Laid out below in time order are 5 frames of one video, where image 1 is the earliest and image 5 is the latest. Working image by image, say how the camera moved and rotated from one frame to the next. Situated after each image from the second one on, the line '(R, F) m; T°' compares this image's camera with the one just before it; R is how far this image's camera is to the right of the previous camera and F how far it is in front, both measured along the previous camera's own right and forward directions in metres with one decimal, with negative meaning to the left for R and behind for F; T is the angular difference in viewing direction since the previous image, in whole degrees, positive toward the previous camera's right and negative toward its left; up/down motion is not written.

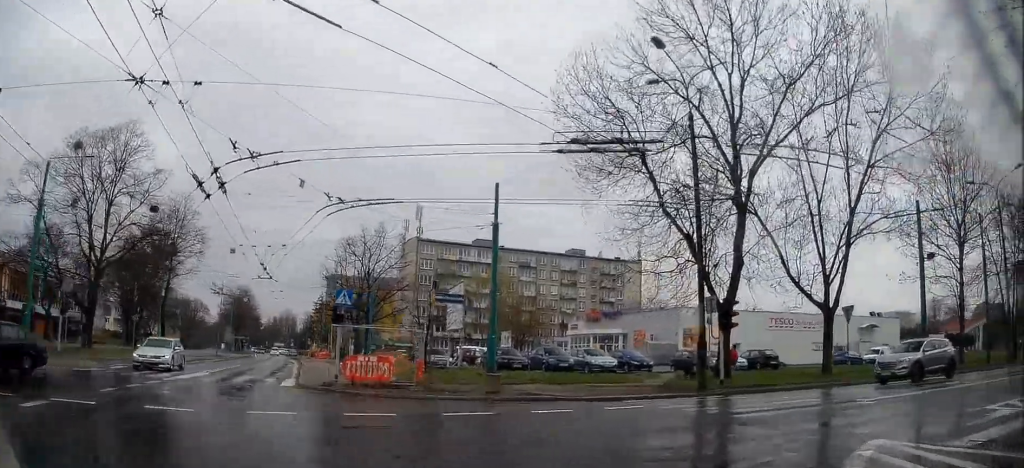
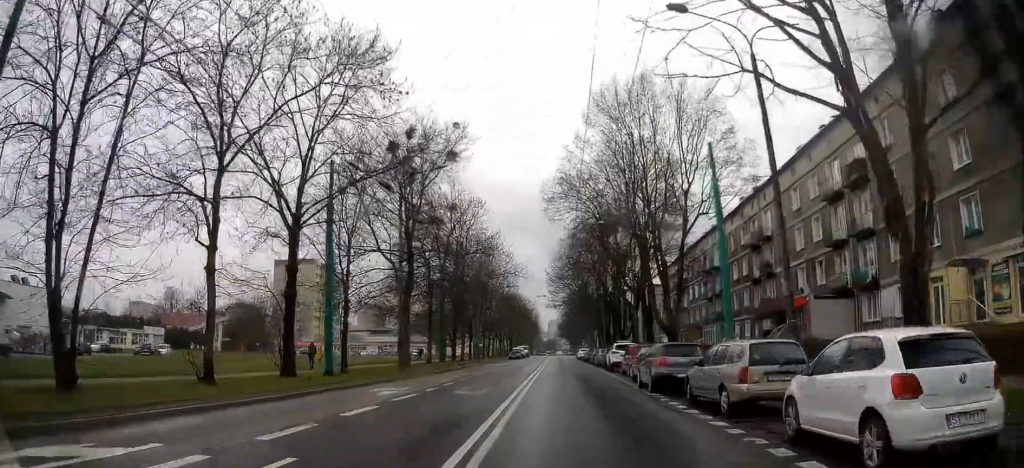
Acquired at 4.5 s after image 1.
(+19.9, +18.6) m; +76°
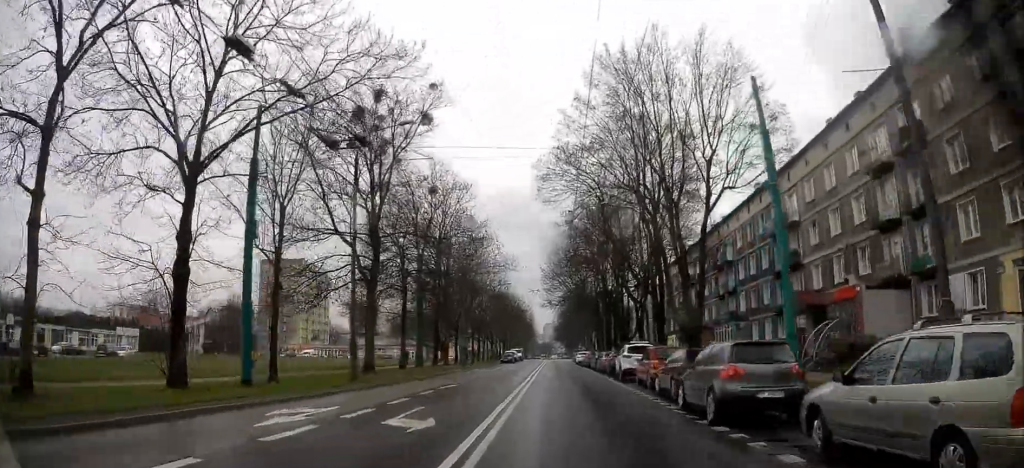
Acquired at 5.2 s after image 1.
(+0.3, +6.8) m; +2°
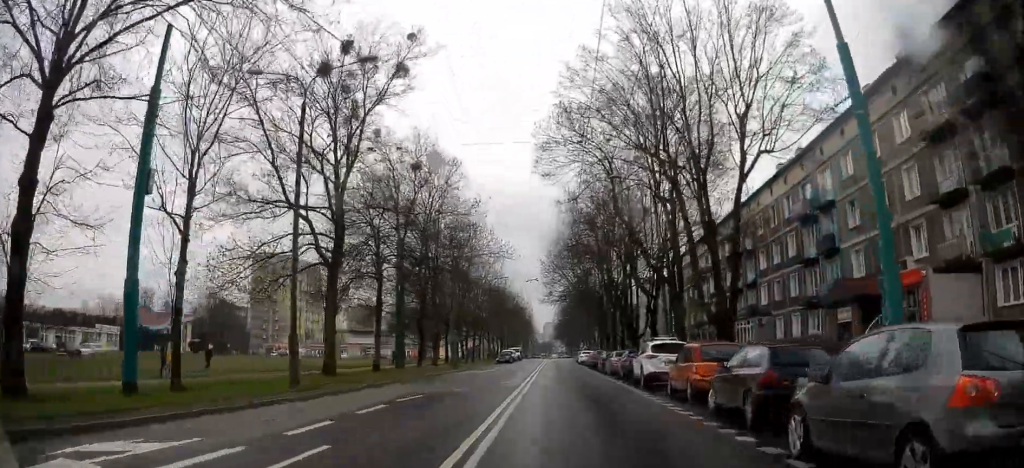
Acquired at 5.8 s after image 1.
(+0.2, +5.8) m; +1°
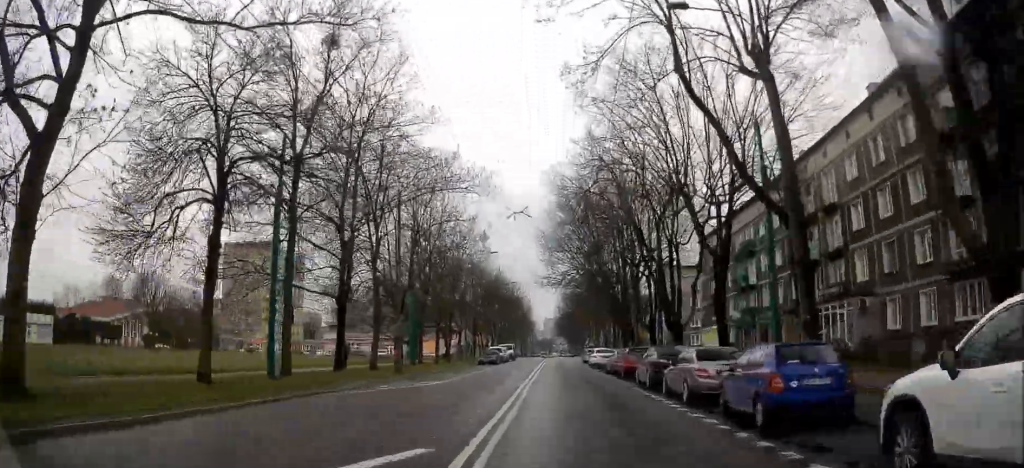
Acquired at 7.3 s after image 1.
(-0.2, +17.9) m; 0°
